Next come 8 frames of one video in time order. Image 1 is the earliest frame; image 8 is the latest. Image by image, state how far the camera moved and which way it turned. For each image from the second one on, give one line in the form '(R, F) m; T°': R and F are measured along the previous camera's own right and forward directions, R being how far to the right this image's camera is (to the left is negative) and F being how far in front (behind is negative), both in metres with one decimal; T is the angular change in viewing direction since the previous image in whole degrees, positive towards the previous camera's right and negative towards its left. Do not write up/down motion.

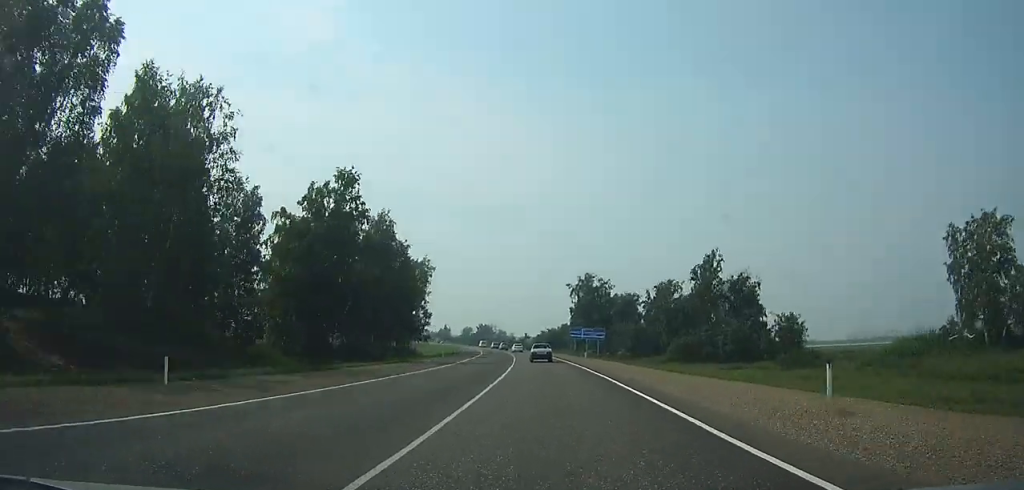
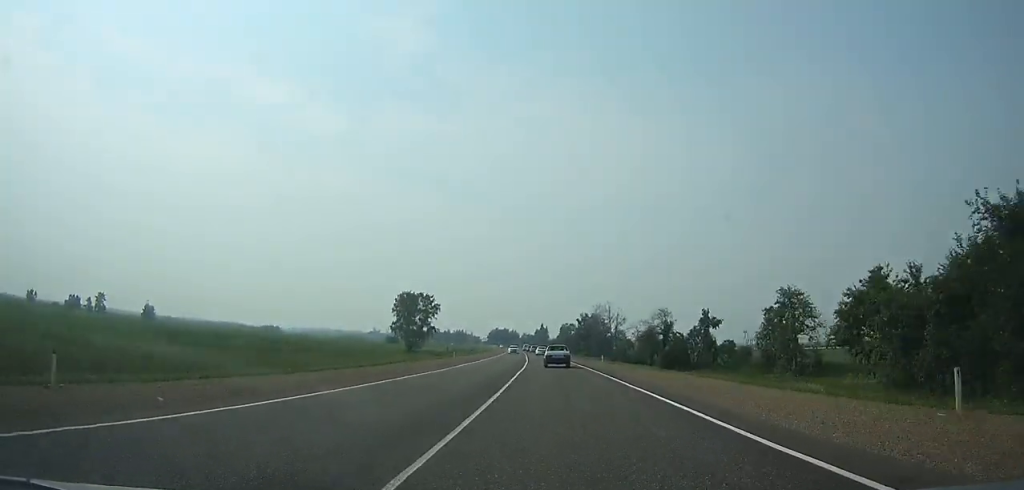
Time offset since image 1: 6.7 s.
(-14.0, +150.2) m; -10°
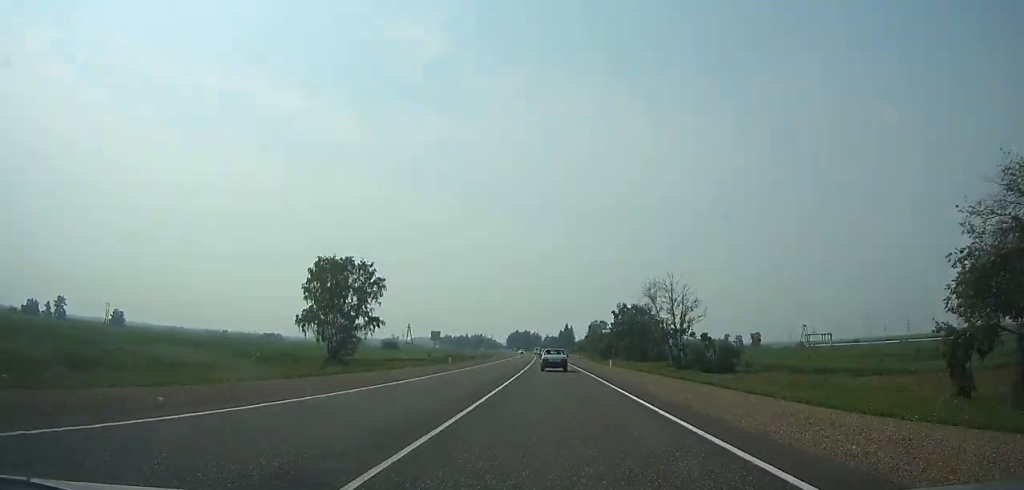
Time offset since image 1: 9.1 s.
(-1.5, +54.8) m; -2°
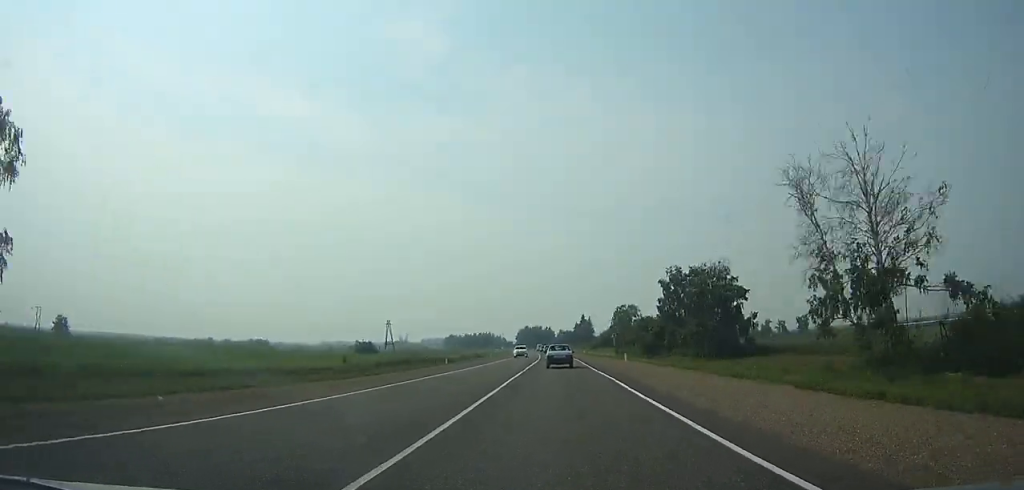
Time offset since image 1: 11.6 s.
(-1.0, +55.2) m; -2°
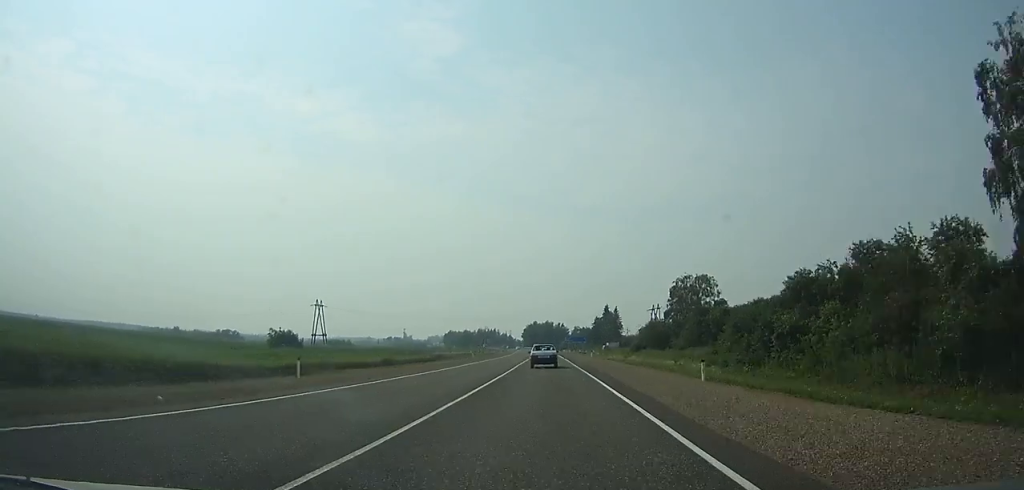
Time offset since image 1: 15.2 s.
(-1.2, +75.5) m; -2°
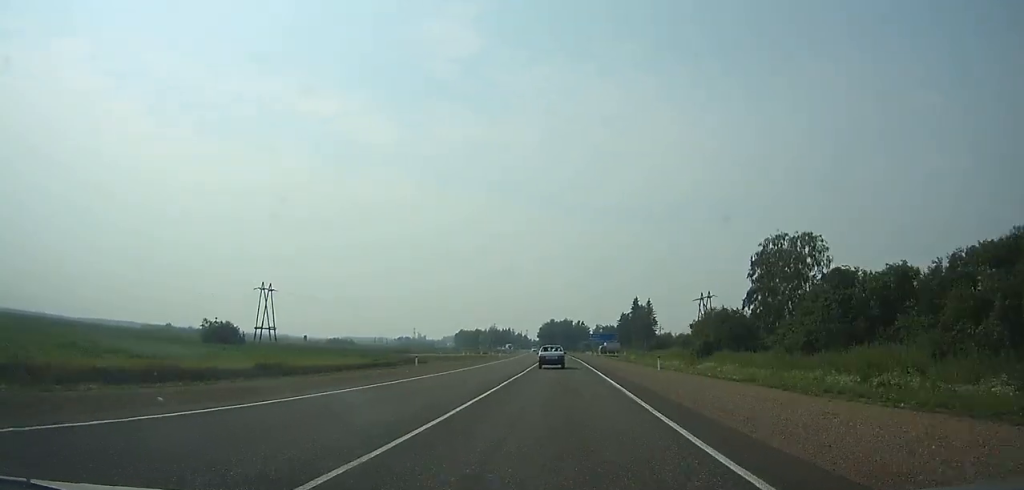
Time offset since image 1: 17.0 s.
(-0.3, +36.5) m; -1°
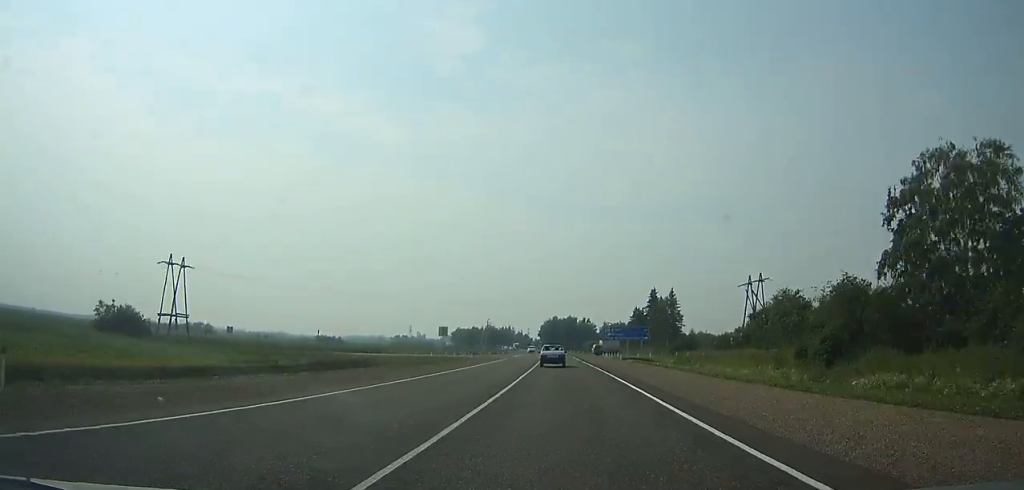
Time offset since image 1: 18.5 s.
(-0.4, +30.1) m; -1°
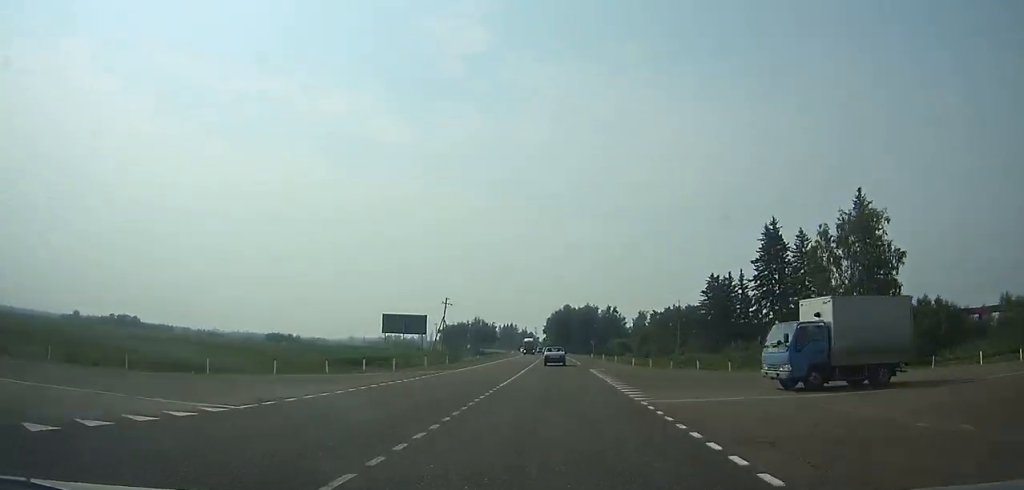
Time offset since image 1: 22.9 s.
(-1.2, +92.2) m; -1°
